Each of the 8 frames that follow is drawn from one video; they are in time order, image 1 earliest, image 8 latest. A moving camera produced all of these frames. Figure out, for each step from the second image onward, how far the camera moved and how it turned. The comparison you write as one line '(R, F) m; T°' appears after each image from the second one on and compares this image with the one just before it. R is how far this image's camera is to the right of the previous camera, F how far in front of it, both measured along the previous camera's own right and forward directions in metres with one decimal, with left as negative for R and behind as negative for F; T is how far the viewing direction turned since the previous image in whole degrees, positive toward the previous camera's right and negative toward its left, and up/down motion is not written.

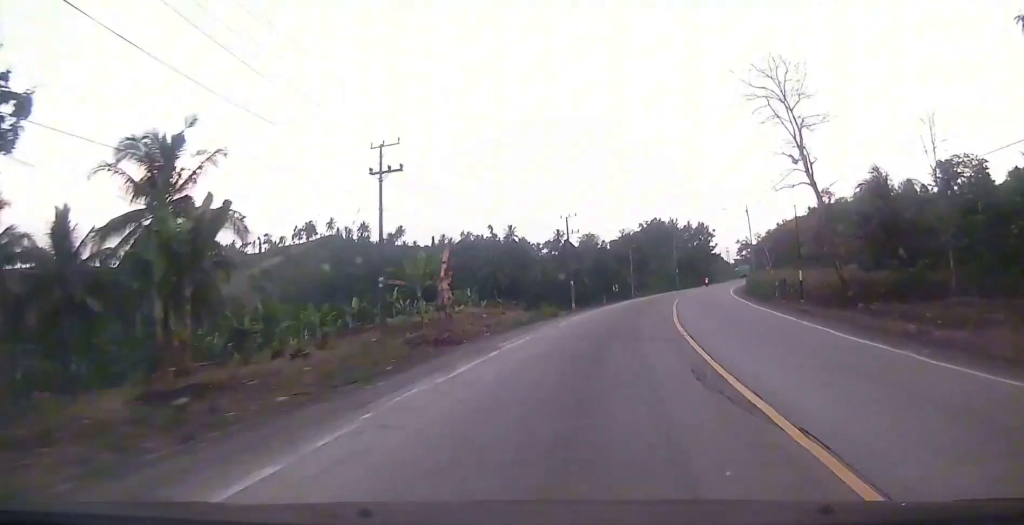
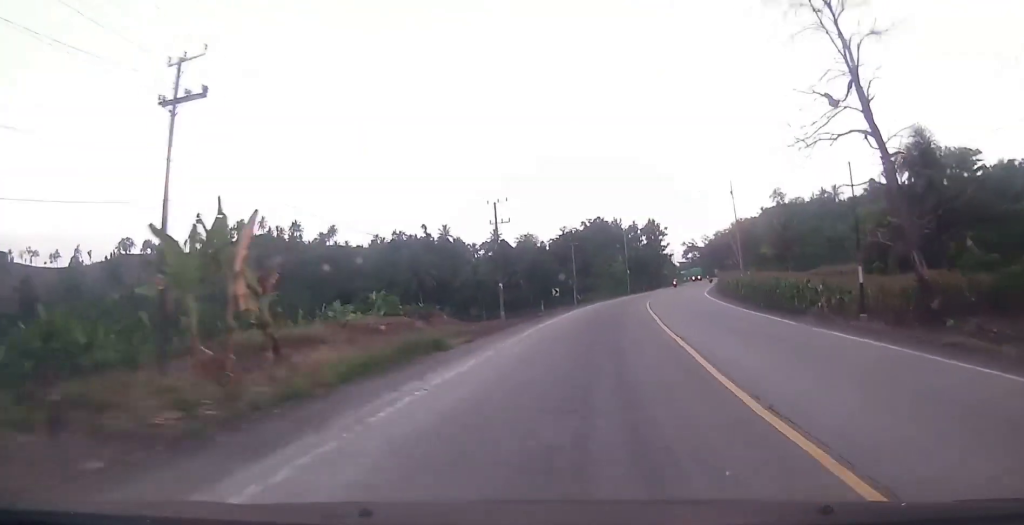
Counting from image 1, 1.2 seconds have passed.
(+0.7, +15.7) m; +4°
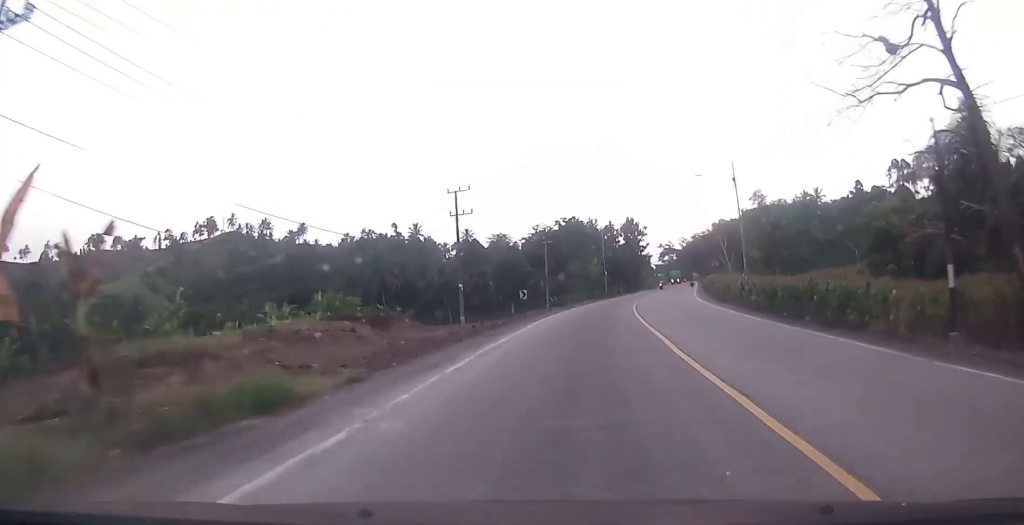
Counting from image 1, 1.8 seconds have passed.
(+0.1, +7.9) m; +3°
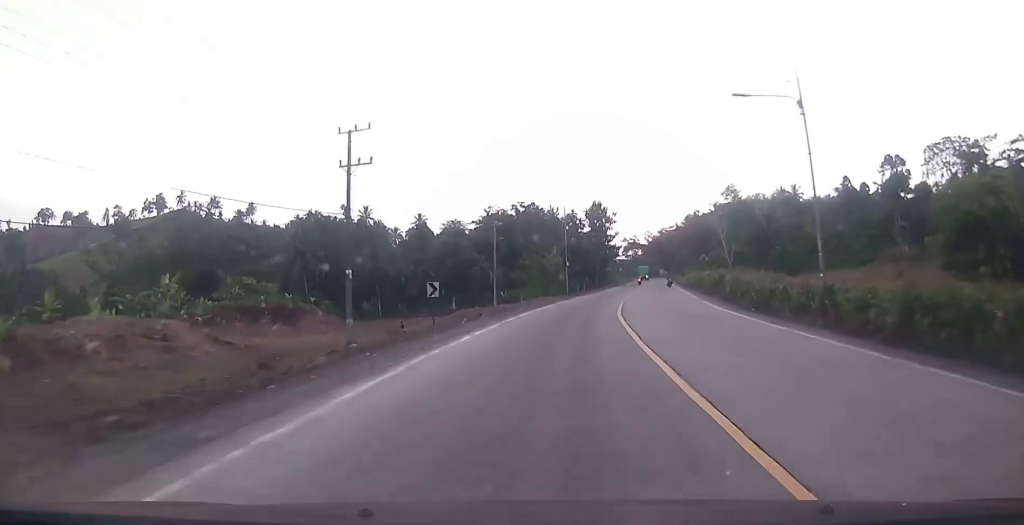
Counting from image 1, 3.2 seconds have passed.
(+1.5, +17.9) m; +7°
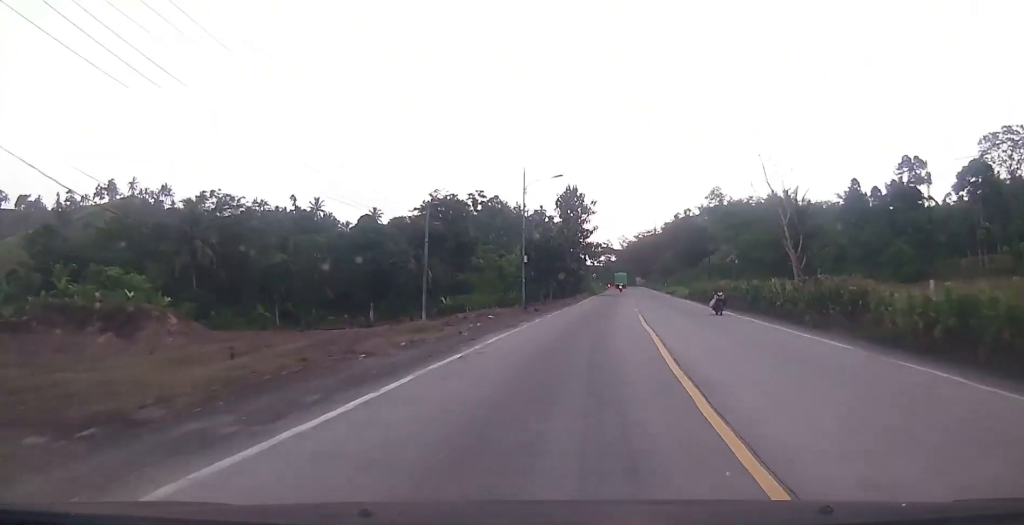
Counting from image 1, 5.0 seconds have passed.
(+0.4, +24.5) m; +2°
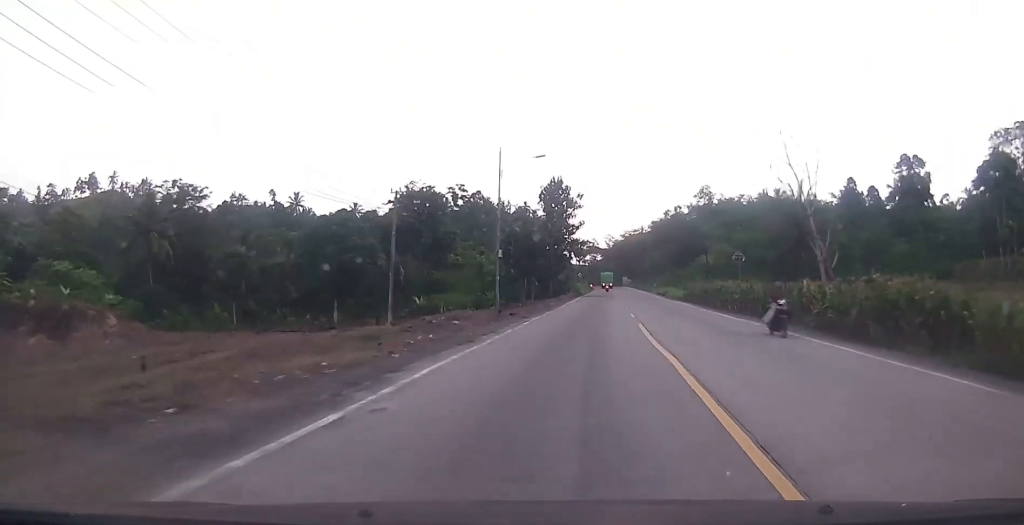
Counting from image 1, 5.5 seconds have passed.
(+0.2, +6.1) m; +1°
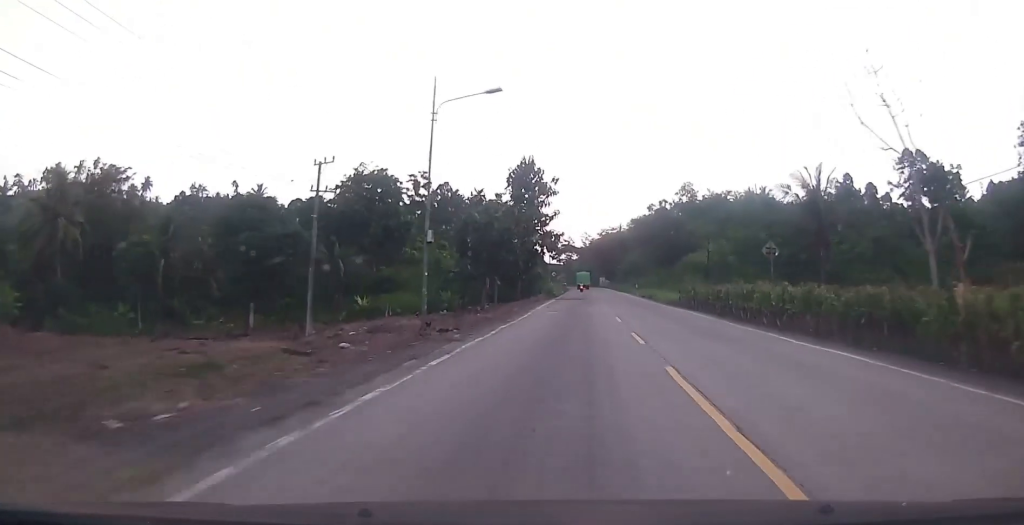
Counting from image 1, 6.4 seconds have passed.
(0.0, +11.7) m; 0°
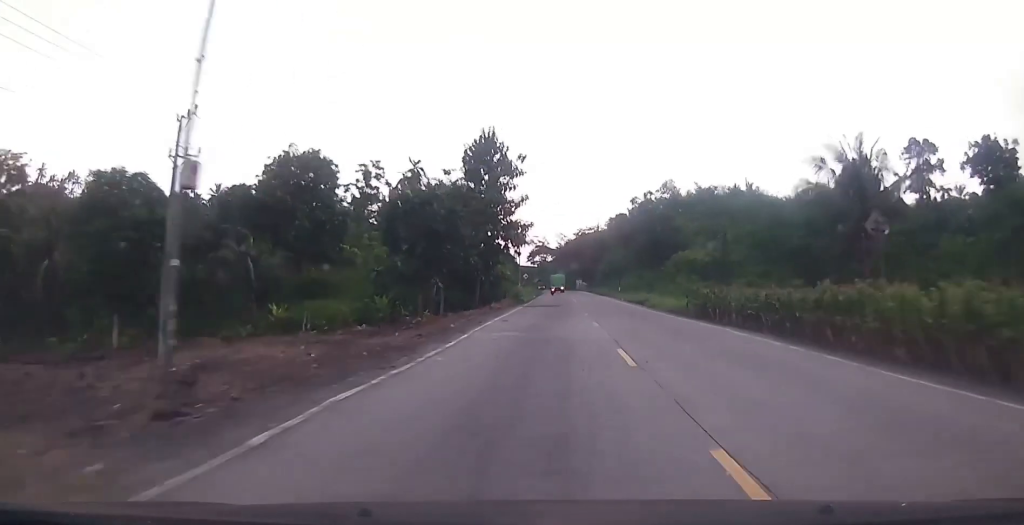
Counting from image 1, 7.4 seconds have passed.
(+0.1, +13.4) m; +3°
